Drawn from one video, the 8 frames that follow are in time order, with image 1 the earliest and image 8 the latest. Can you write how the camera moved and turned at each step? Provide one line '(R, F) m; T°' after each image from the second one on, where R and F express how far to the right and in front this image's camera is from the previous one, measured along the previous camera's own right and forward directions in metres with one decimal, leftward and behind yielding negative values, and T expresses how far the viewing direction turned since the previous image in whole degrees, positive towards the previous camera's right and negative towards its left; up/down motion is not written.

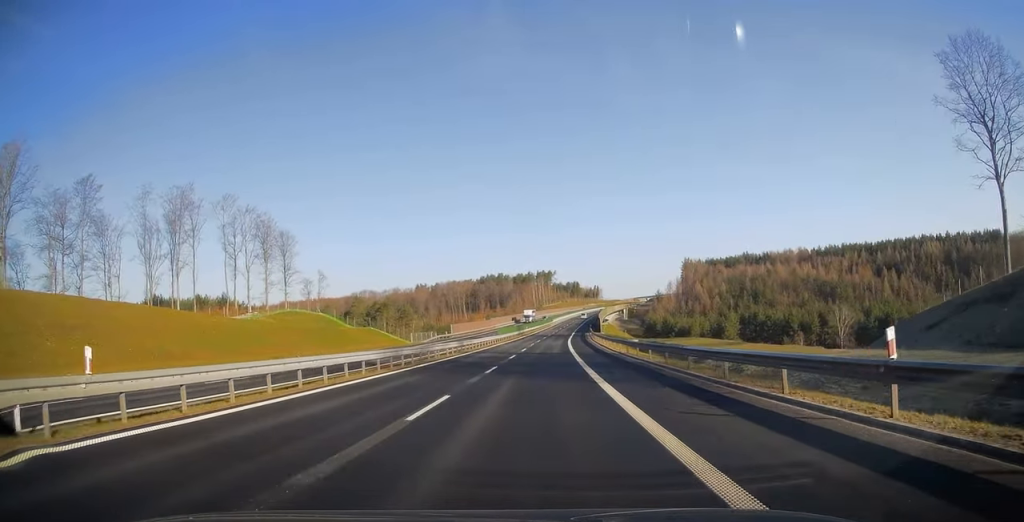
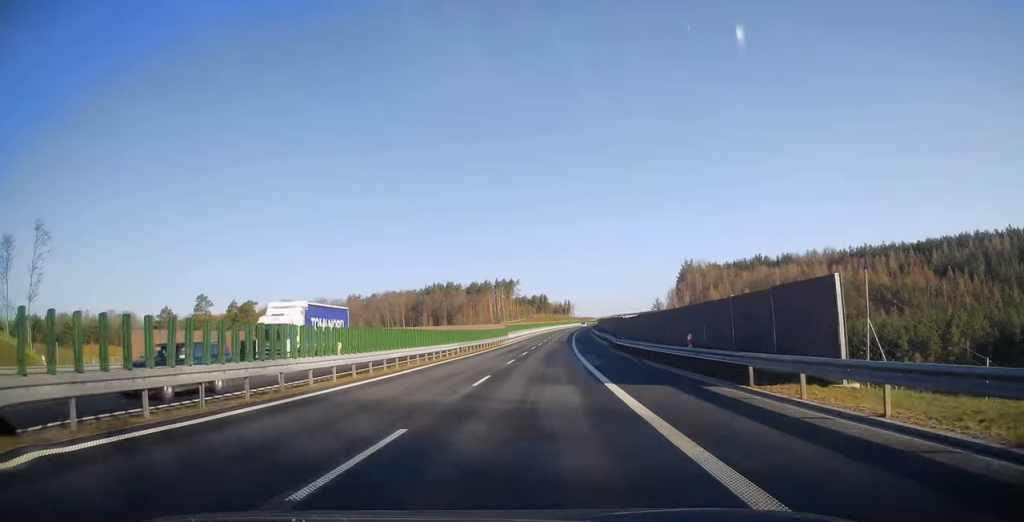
(+2.9, +88.7) m; +4°
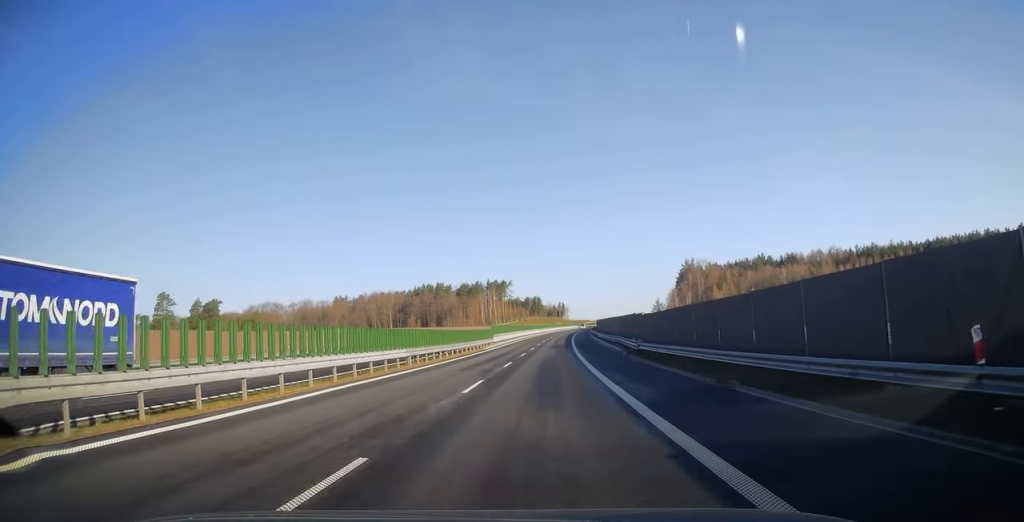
(-0.1, +14.1) m; 0°
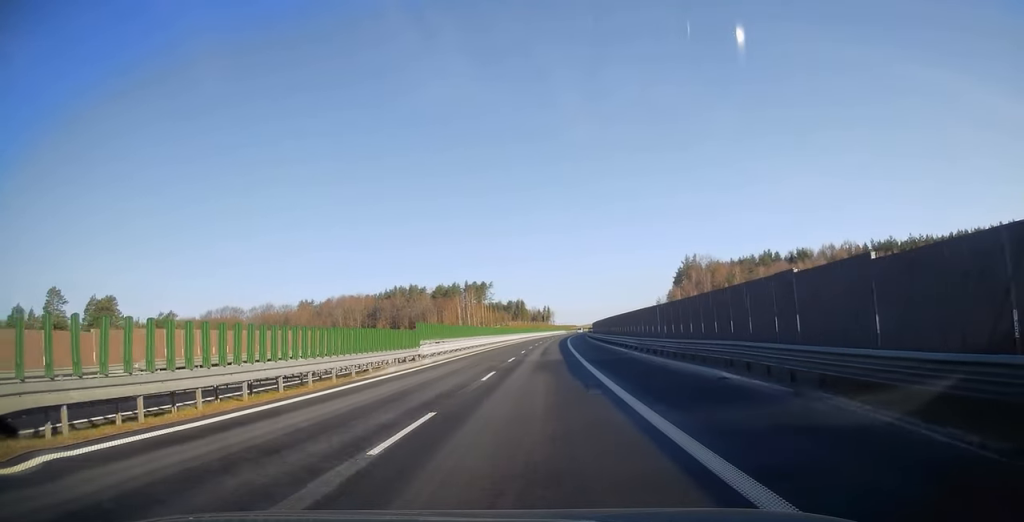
(+0.4, +31.7) m; +2°
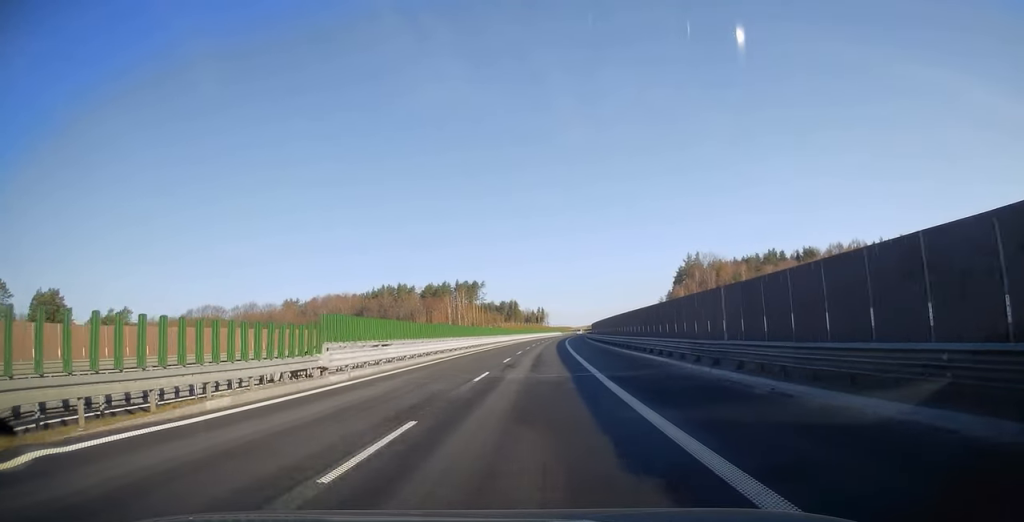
(+0.1, +13.5) m; +1°
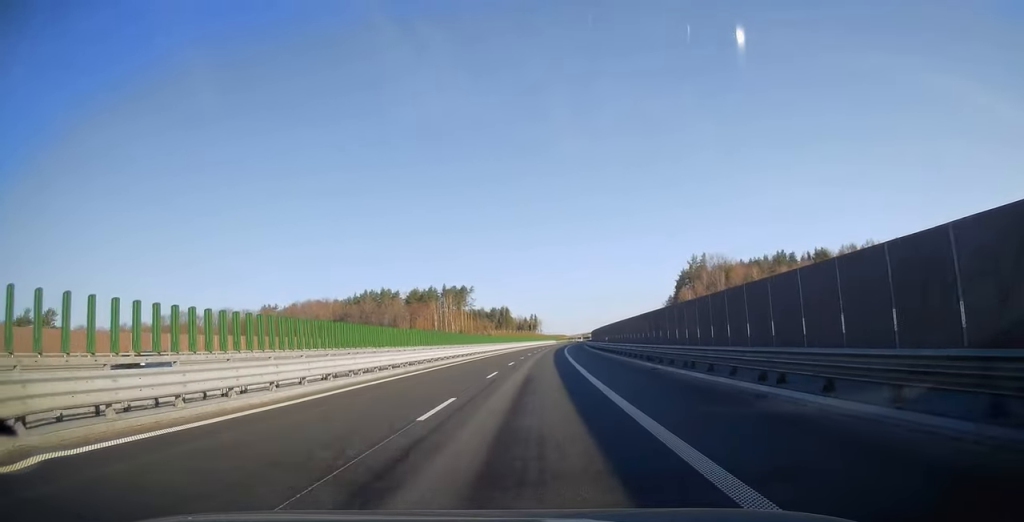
(+0.1, +19.2) m; +1°
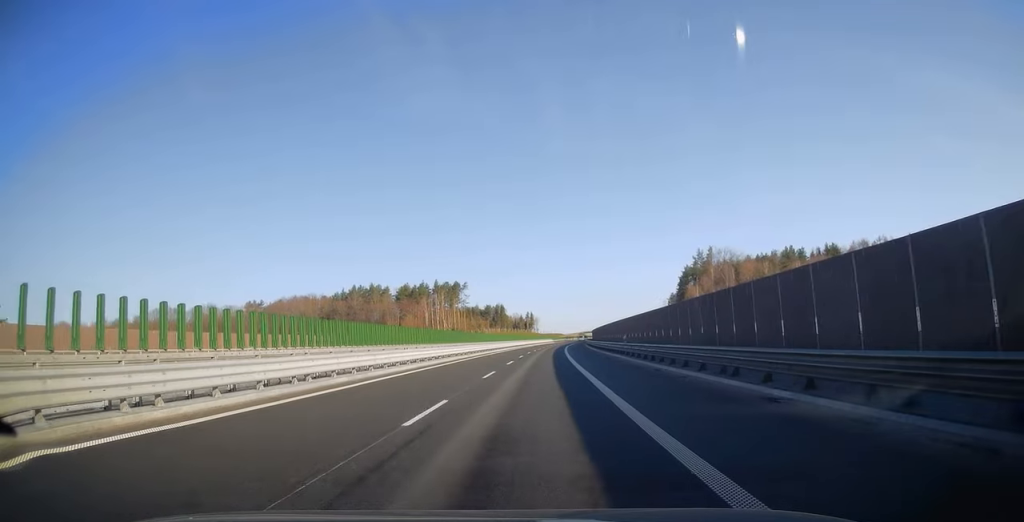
(+0.1, +13.0) m; 0°
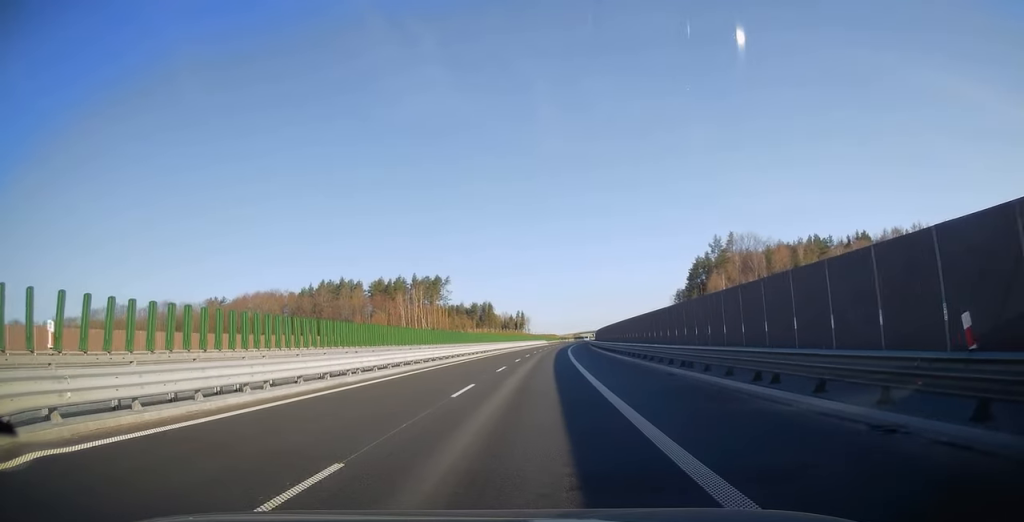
(+0.2, +31.1) m; +1°
